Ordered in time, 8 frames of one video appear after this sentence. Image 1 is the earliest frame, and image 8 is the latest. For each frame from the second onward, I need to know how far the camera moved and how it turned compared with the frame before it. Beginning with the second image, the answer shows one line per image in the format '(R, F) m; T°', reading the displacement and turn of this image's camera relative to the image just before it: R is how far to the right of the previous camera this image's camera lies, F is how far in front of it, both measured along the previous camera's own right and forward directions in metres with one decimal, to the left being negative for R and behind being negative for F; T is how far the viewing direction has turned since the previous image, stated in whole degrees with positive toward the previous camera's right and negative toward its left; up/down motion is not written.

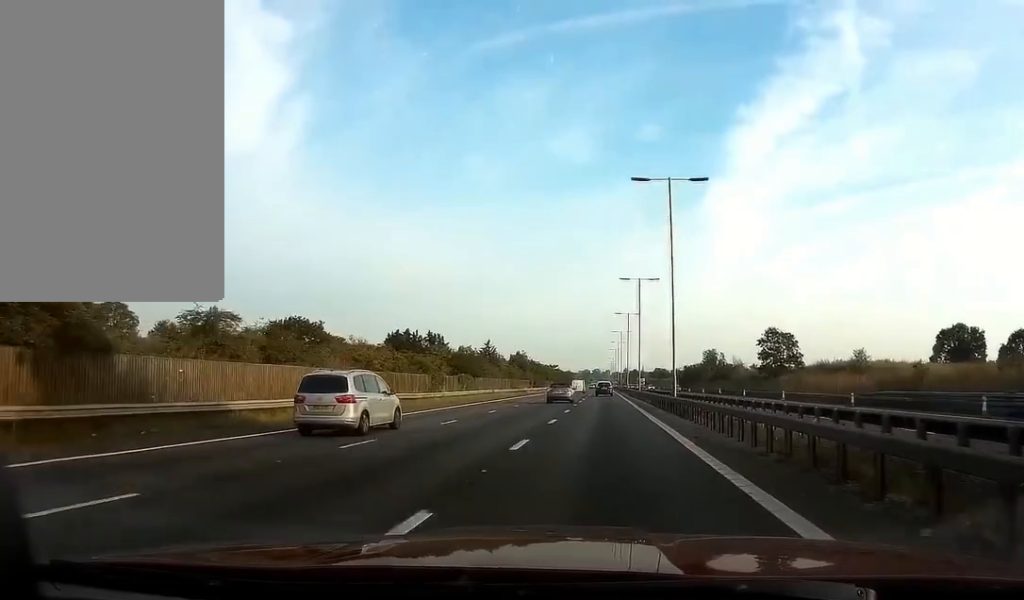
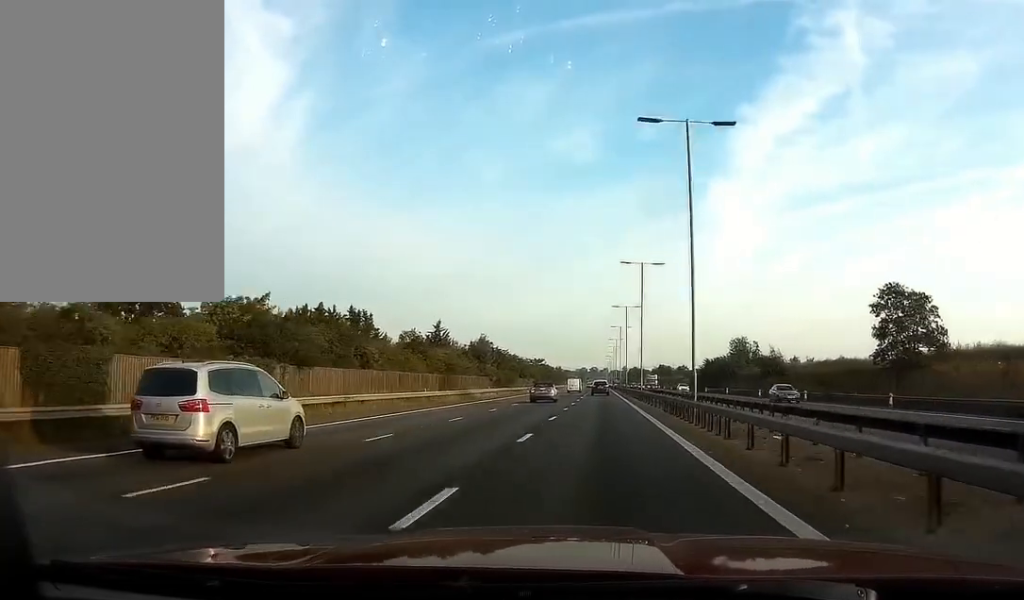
(-0.1, +43.7) m; 0°
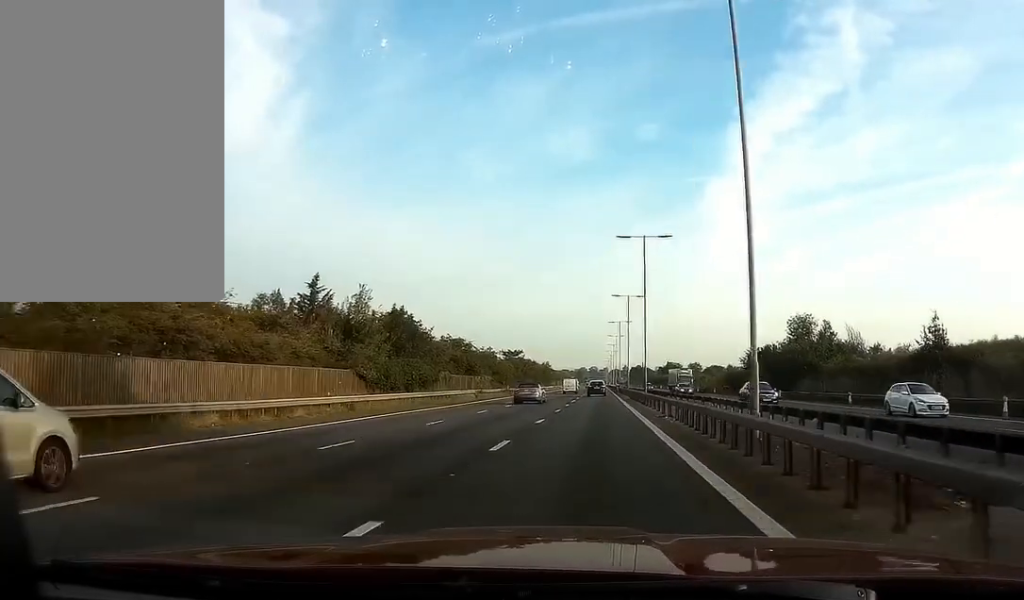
(-0.1, +46.6) m; 0°
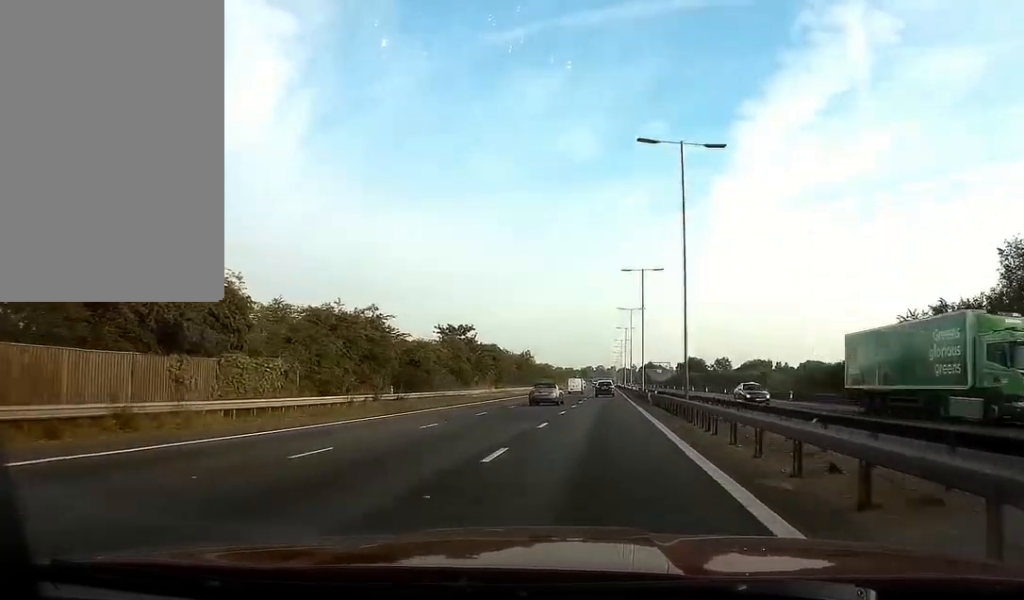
(-0.2, +55.0) m; 0°
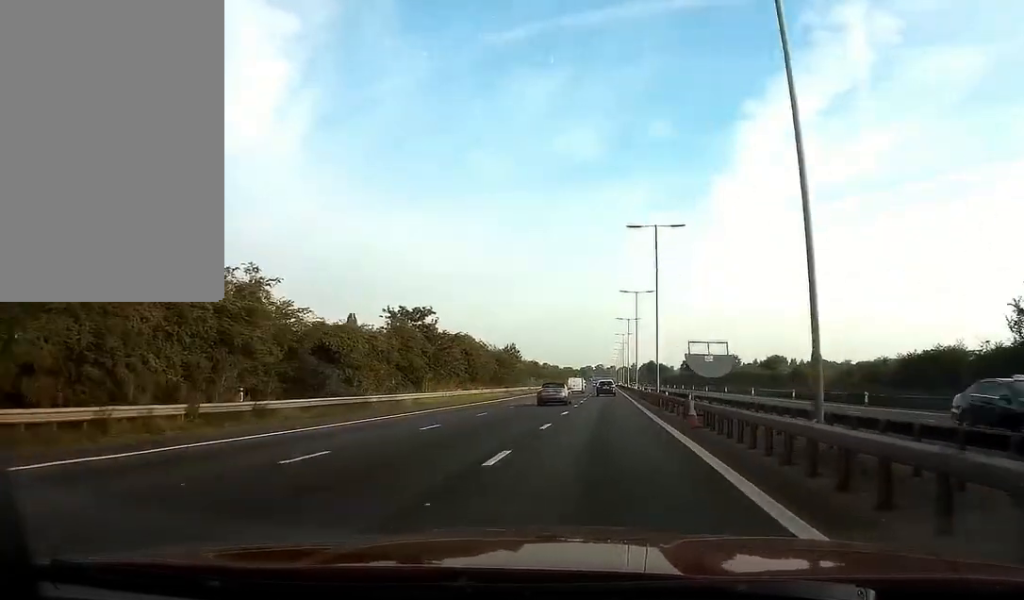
(0.0, +18.2) m; 0°
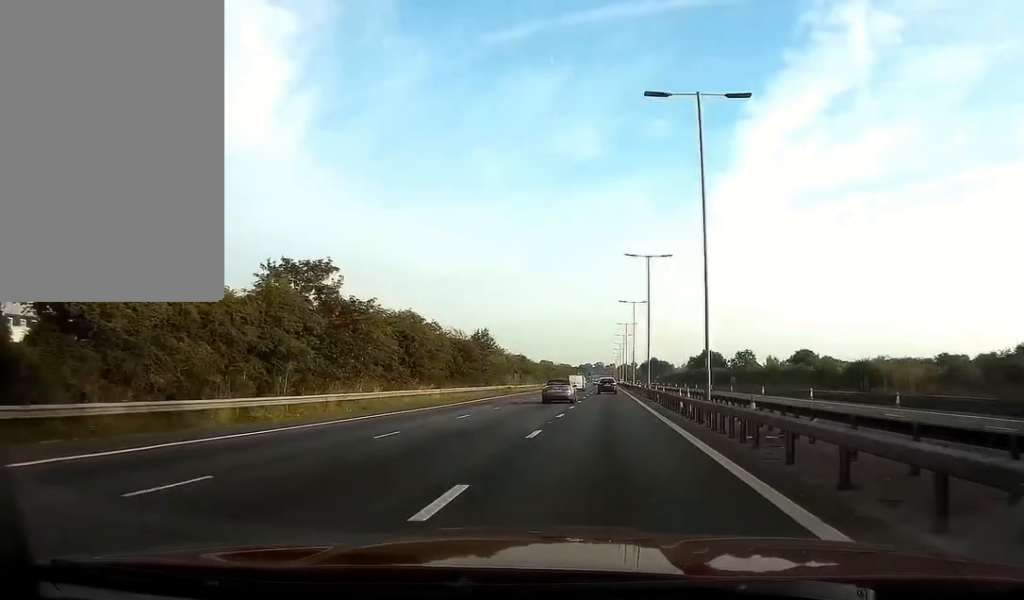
(0.0, +22.6) m; 0°
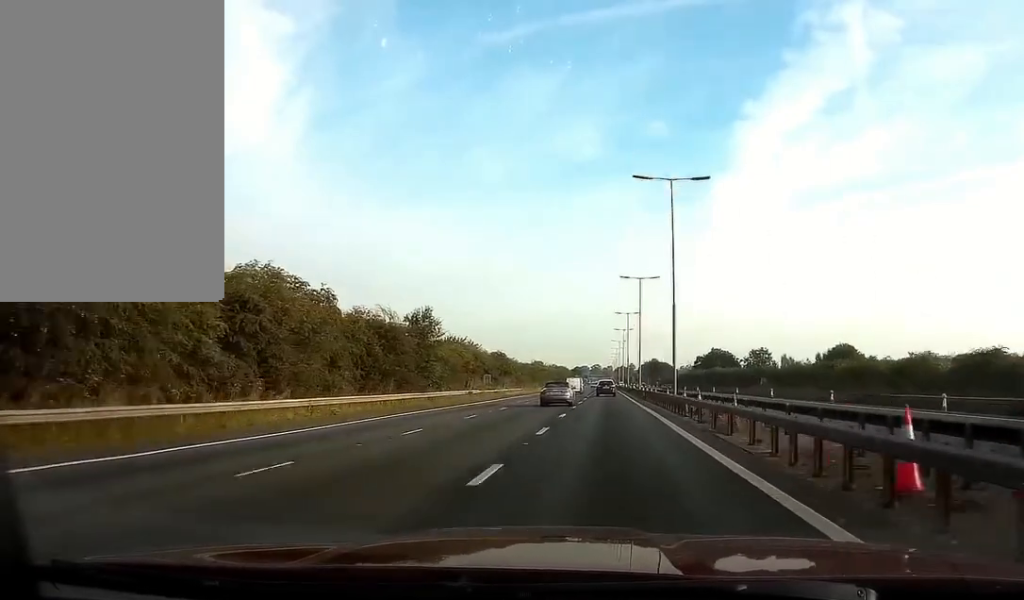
(+0.1, +23.6) m; 0°
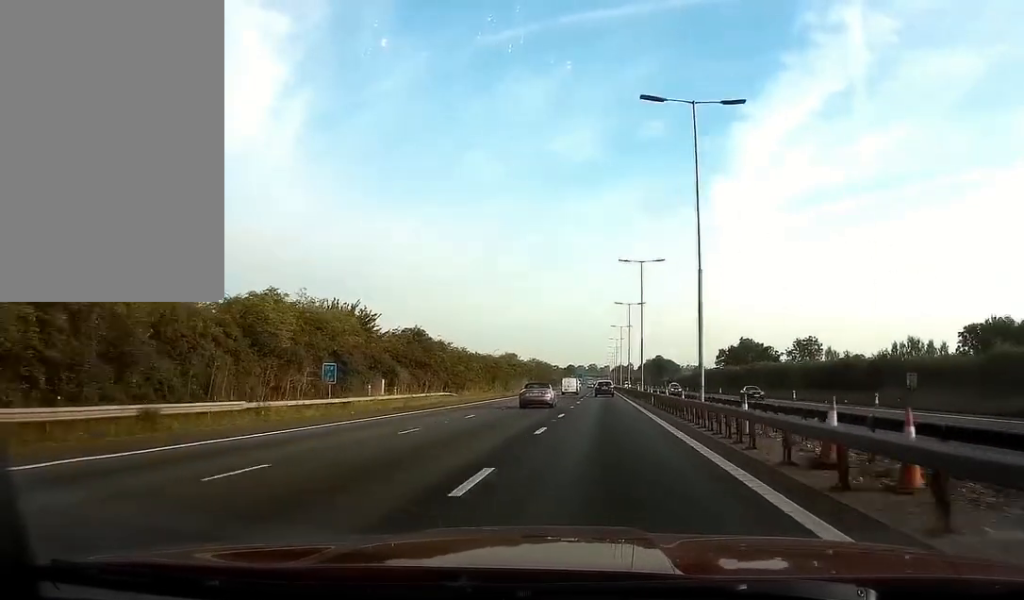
(-0.1, +45.9) m; 0°
